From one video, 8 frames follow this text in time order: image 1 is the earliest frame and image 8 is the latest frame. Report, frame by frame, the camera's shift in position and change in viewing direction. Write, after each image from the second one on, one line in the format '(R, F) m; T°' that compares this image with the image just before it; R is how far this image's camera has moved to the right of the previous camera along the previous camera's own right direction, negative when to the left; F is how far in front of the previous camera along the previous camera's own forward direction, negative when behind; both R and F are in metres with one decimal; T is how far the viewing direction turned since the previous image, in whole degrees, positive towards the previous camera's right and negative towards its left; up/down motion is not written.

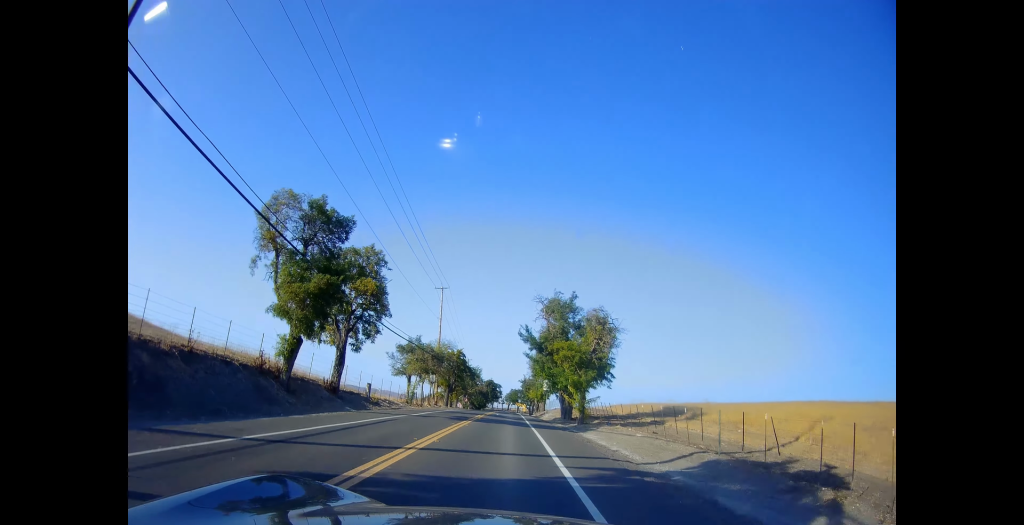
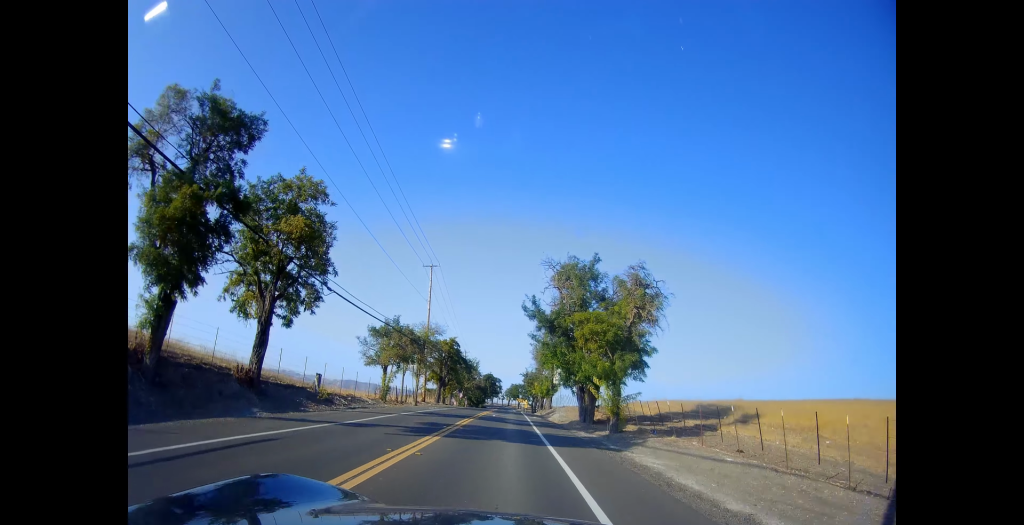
(+0.4, +10.6) m; 0°
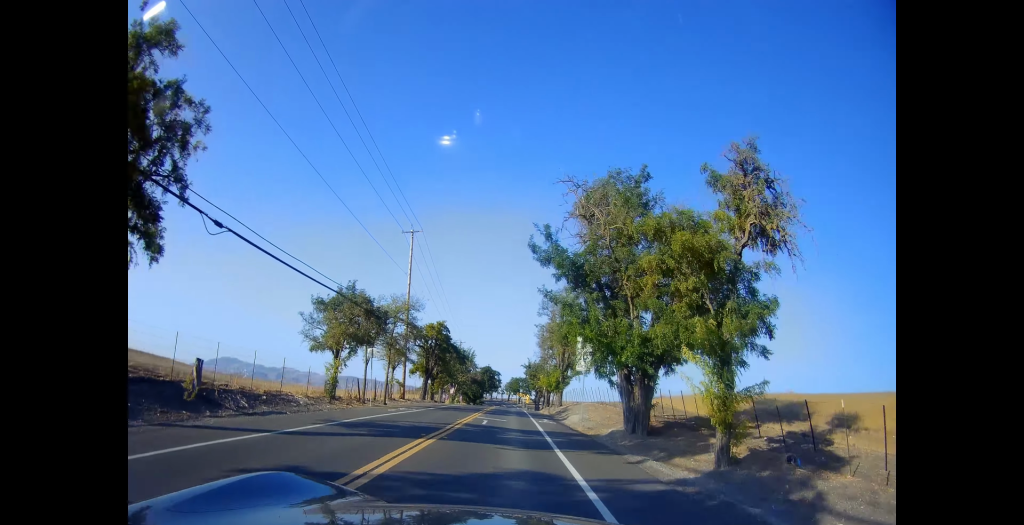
(-0.1, +12.2) m; 0°
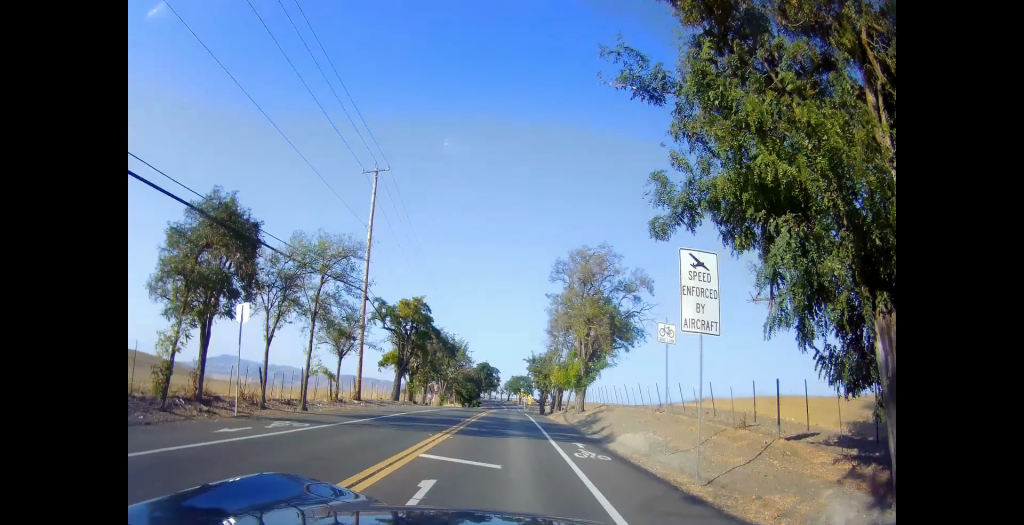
(-0.3, +14.8) m; +1°
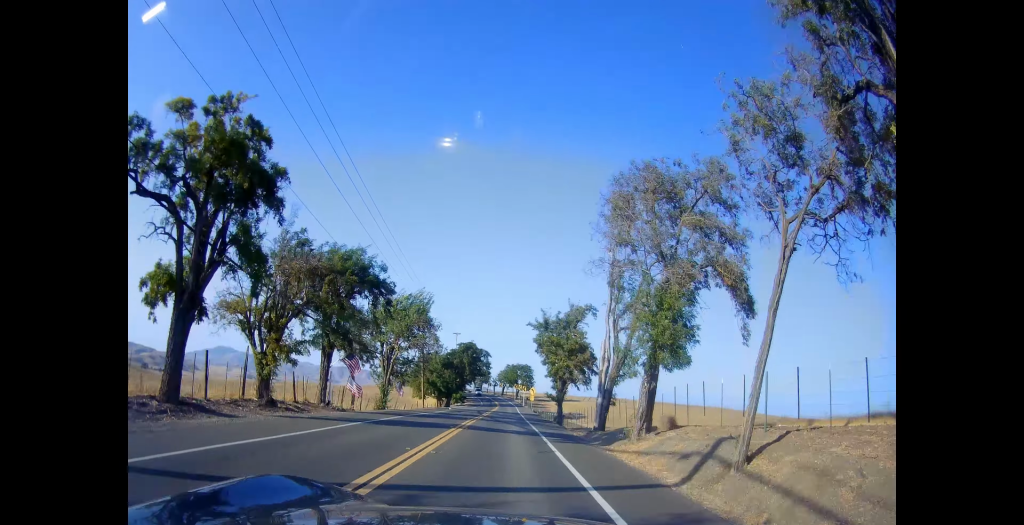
(+0.8, +33.1) m; 0°
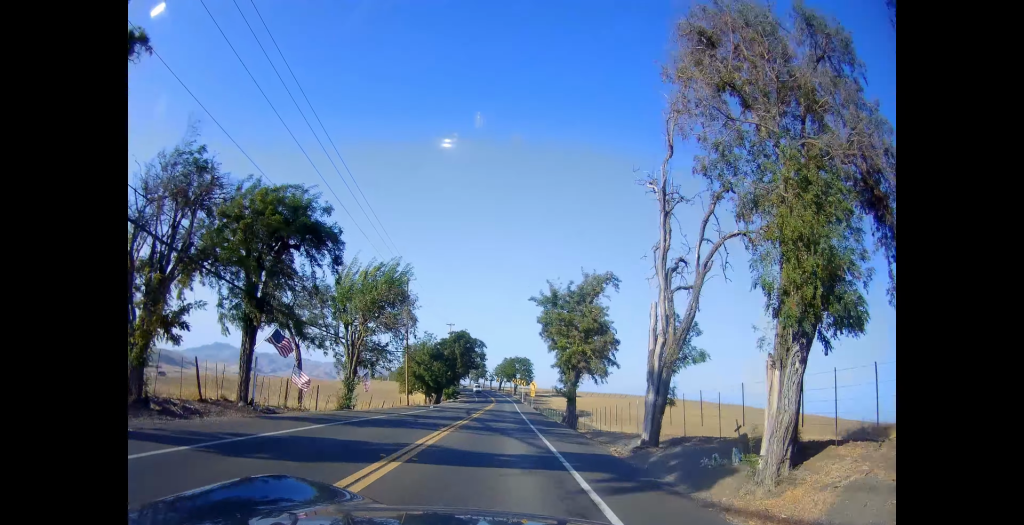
(0.0, +9.5) m; -1°
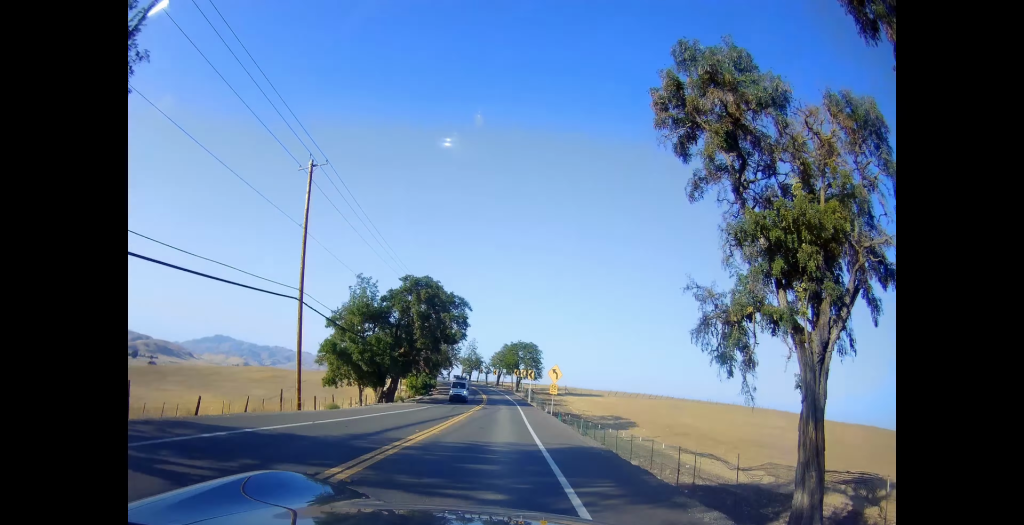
(-0.2, +32.8) m; +1°
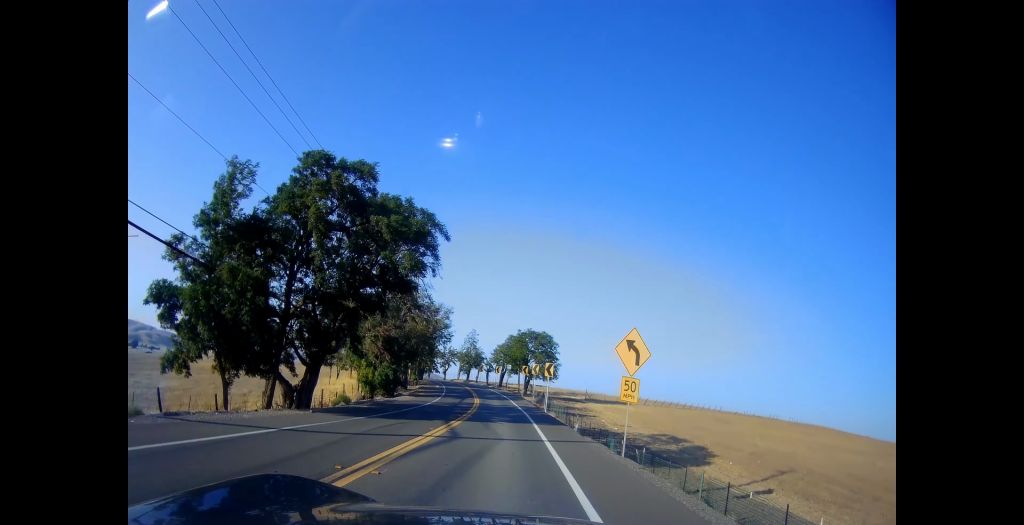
(+0.3, +22.1) m; 0°
